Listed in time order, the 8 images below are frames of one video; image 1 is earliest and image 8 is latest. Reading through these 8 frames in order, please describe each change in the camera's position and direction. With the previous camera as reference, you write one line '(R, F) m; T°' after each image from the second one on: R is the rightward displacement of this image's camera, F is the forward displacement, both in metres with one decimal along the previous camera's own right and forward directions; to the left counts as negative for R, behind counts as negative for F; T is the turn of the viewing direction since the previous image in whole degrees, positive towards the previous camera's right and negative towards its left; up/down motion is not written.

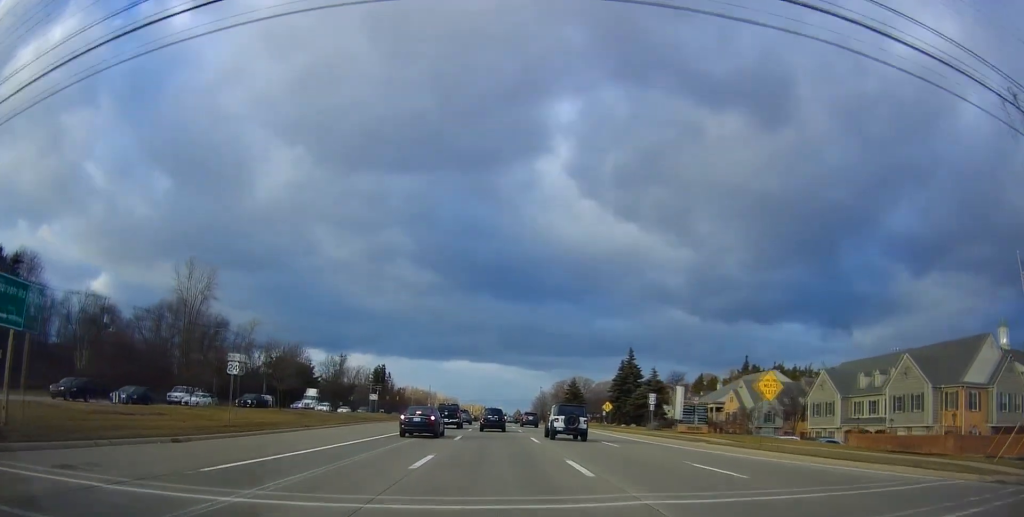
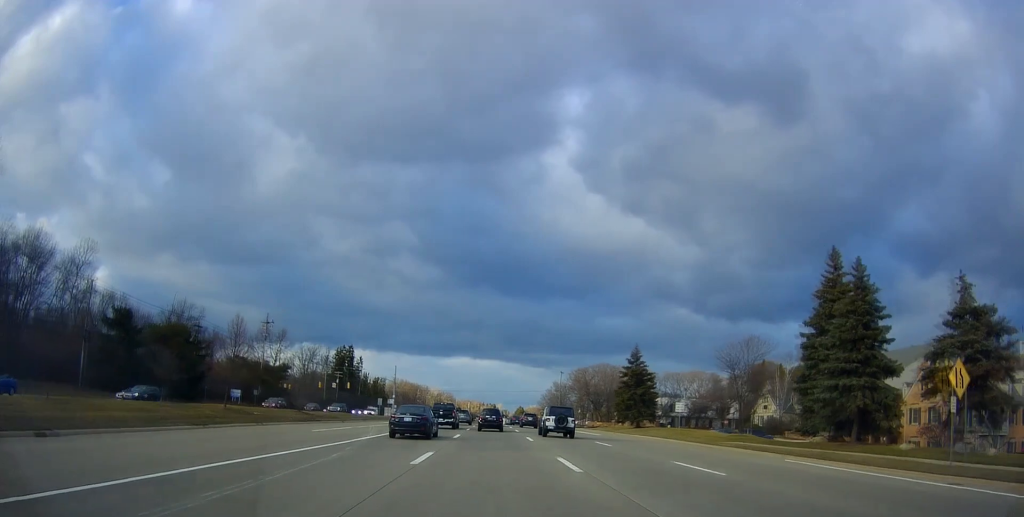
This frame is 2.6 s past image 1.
(-0.9, +58.8) m; -1°
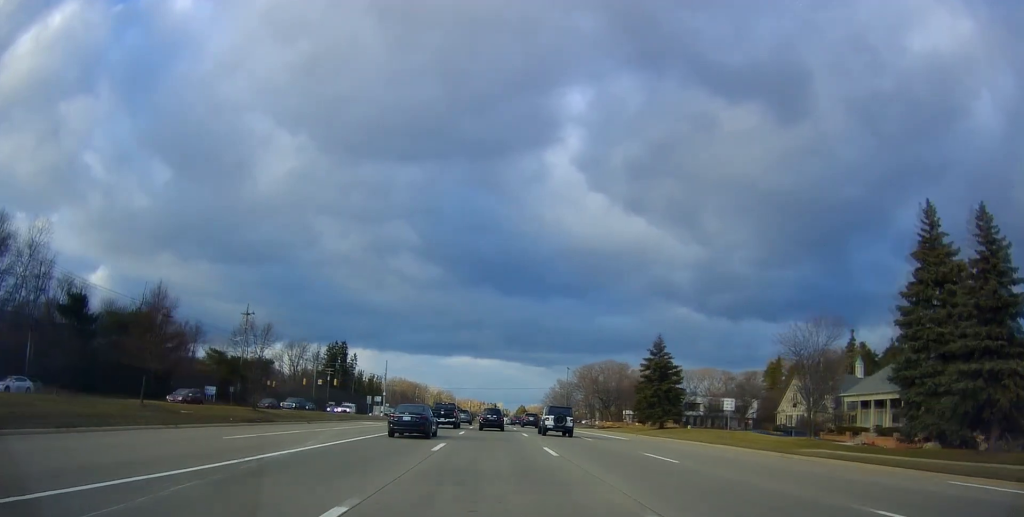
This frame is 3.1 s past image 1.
(-0.1, +10.5) m; 0°
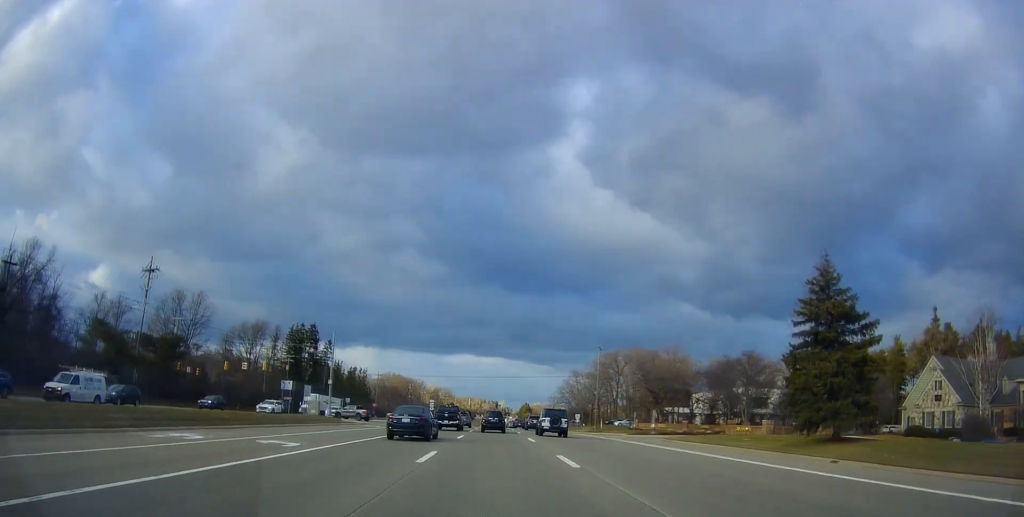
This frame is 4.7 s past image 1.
(+0.6, +35.0) m; +1°
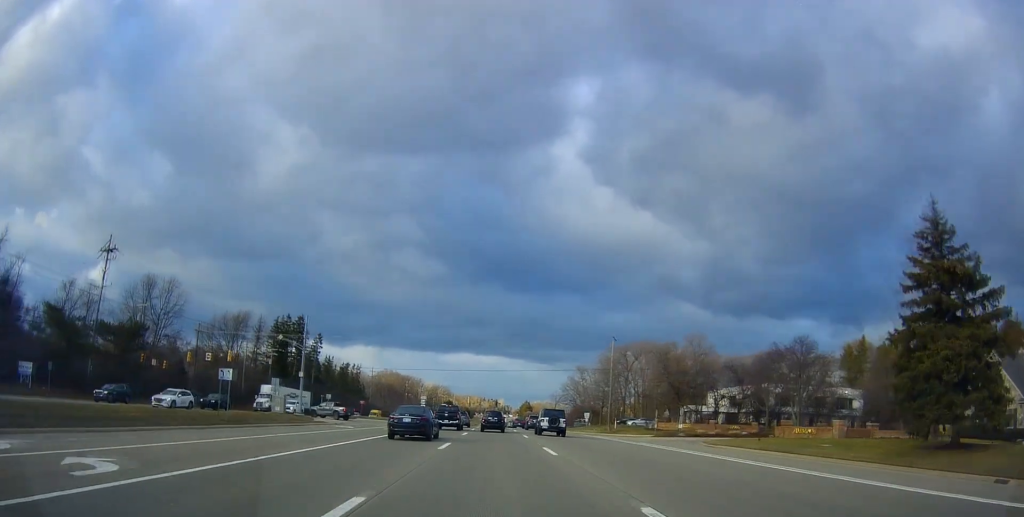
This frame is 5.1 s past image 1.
(0.0, +10.3) m; 0°
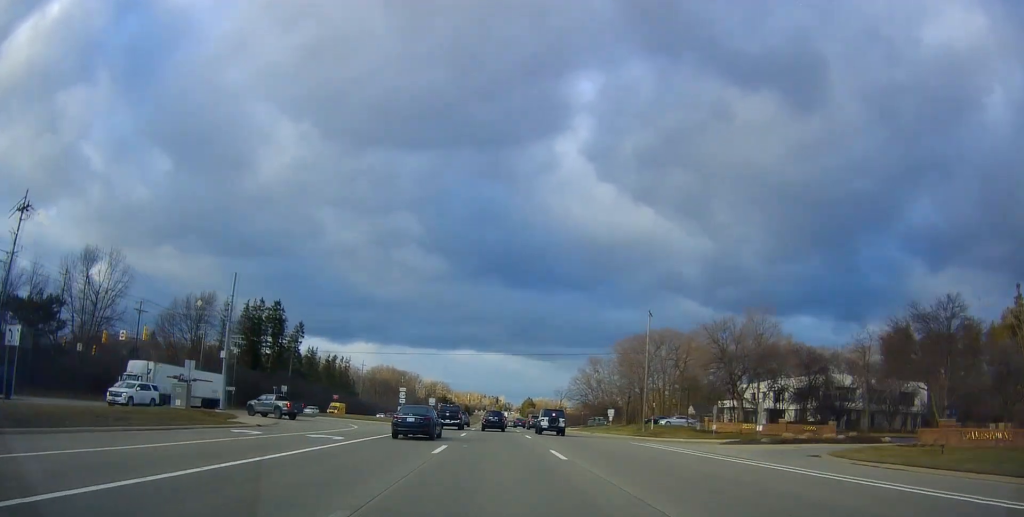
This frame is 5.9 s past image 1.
(+0.3, +16.8) m; -1°
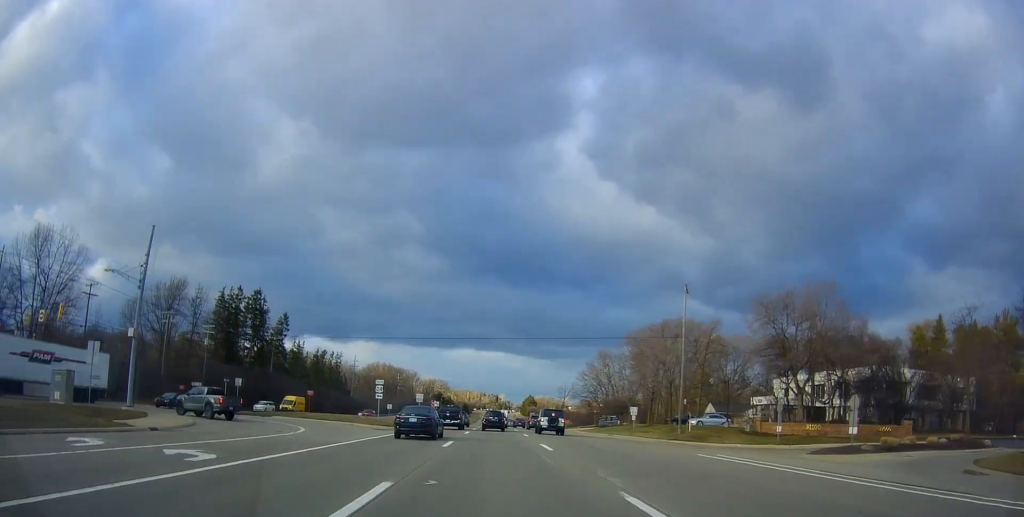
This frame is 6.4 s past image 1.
(-0.4, +11.6) m; -1°
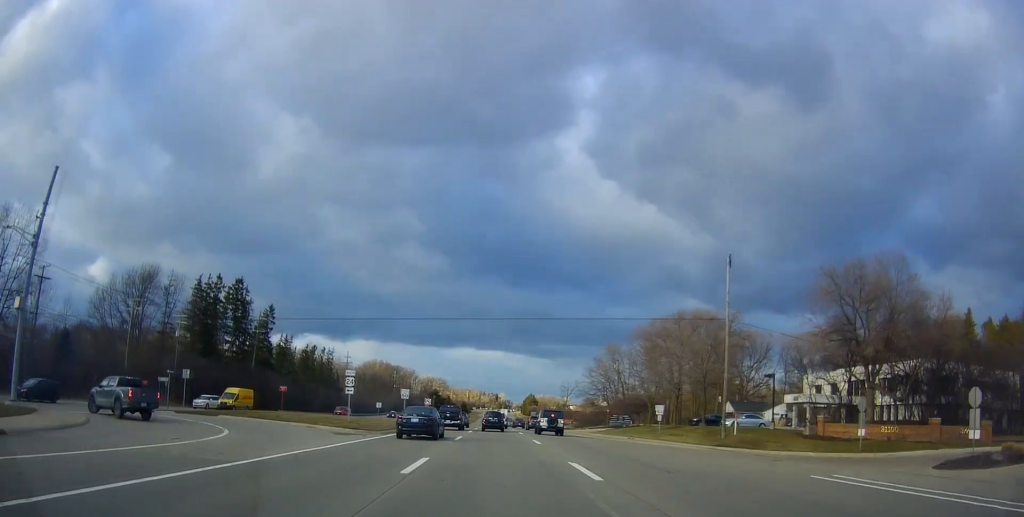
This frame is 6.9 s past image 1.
(-0.2, +9.5) m; -1°
